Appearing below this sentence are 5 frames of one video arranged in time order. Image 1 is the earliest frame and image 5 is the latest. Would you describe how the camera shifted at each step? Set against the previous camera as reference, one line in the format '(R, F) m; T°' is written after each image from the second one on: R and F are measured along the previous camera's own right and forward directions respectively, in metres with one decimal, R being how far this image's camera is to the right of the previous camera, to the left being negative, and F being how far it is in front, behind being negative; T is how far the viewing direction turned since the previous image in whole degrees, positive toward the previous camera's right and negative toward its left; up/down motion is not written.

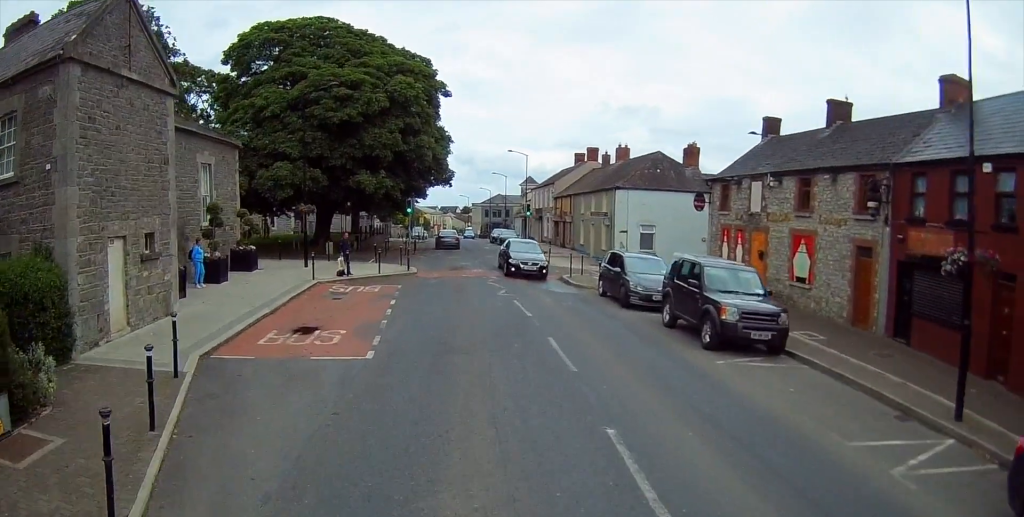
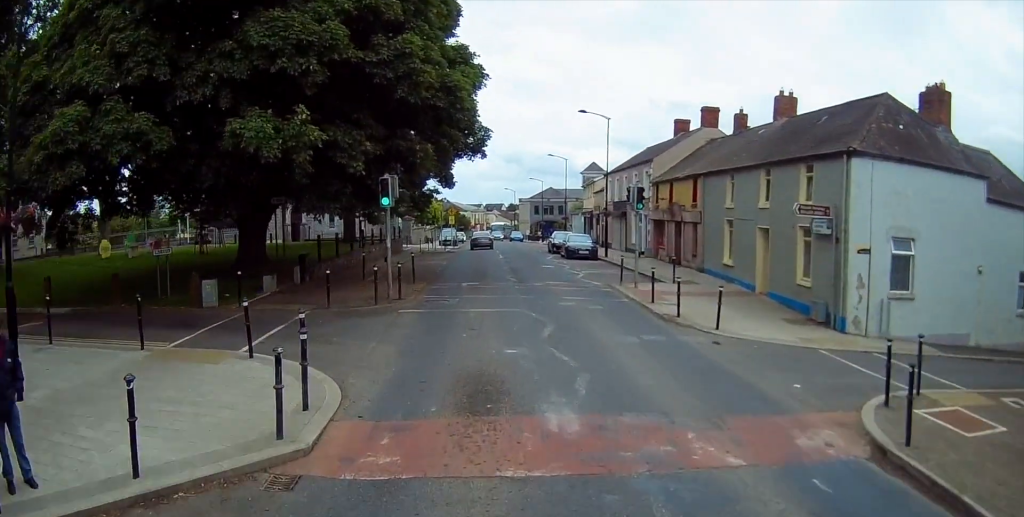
(-1.7, +21.1) m; -6°
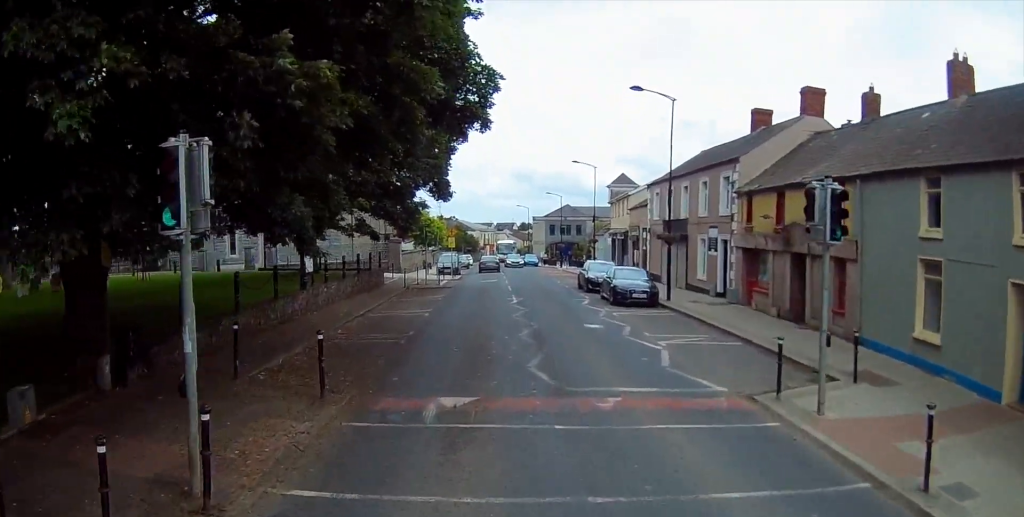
(-0.3, +12.6) m; 0°
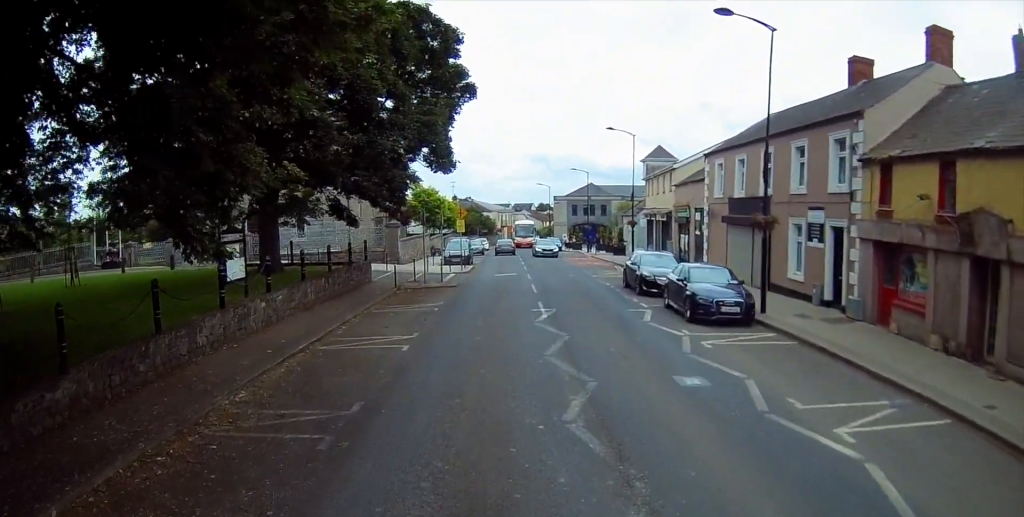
(+0.3, +8.5) m; -2°
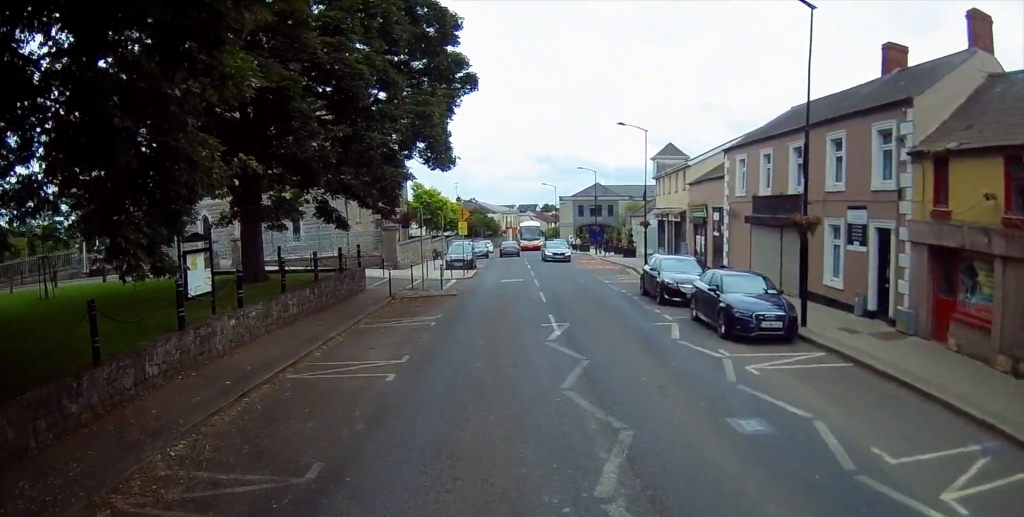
(0.0, +2.5) m; -2°
